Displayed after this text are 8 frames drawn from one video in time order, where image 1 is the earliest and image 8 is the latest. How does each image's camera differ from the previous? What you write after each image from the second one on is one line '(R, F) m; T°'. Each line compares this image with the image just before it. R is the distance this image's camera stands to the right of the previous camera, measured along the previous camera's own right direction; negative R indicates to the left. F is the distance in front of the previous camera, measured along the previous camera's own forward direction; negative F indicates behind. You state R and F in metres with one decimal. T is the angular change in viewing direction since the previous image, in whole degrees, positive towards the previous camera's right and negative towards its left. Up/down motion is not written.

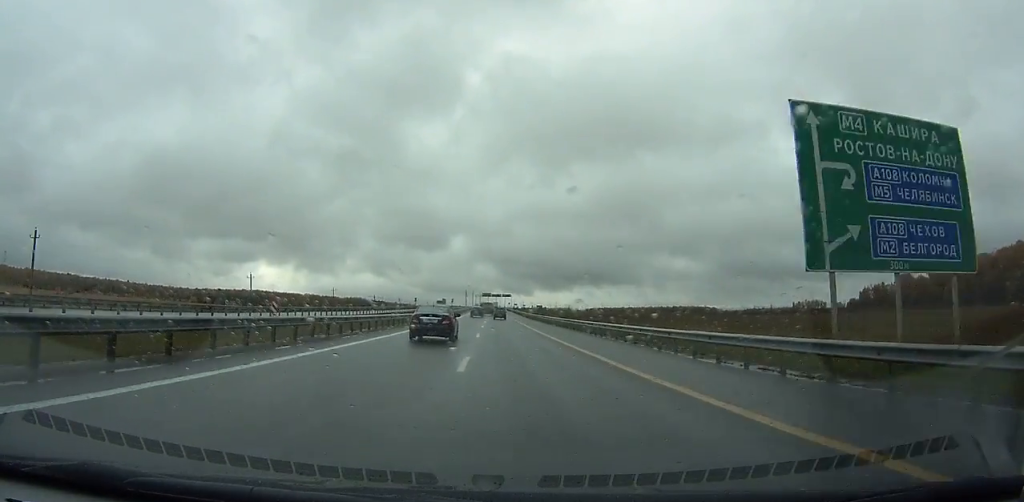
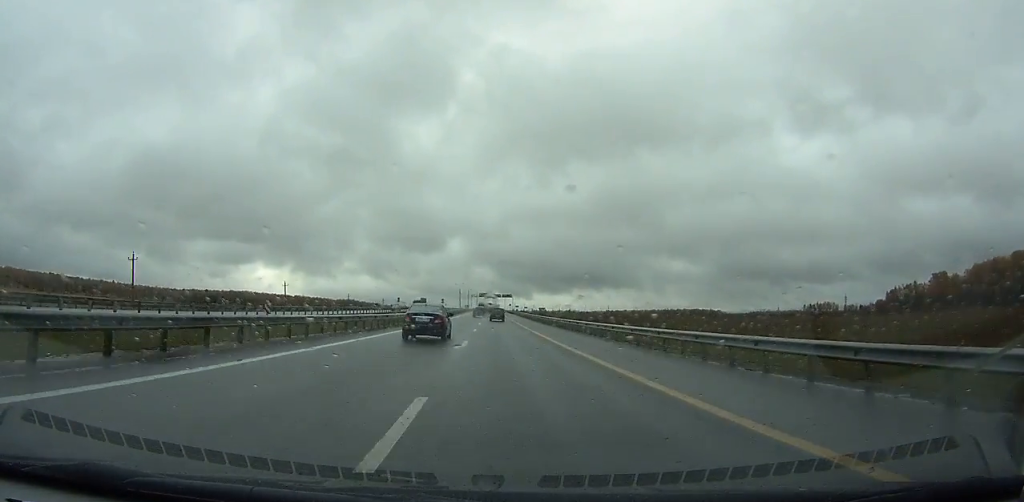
(0.0, +38.6) m; 0°
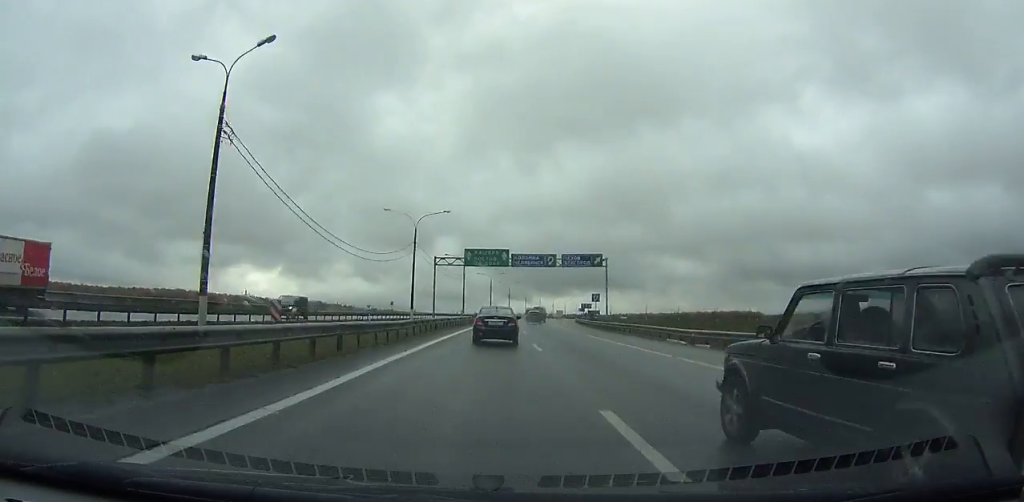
(-2.7, +207.6) m; +1°
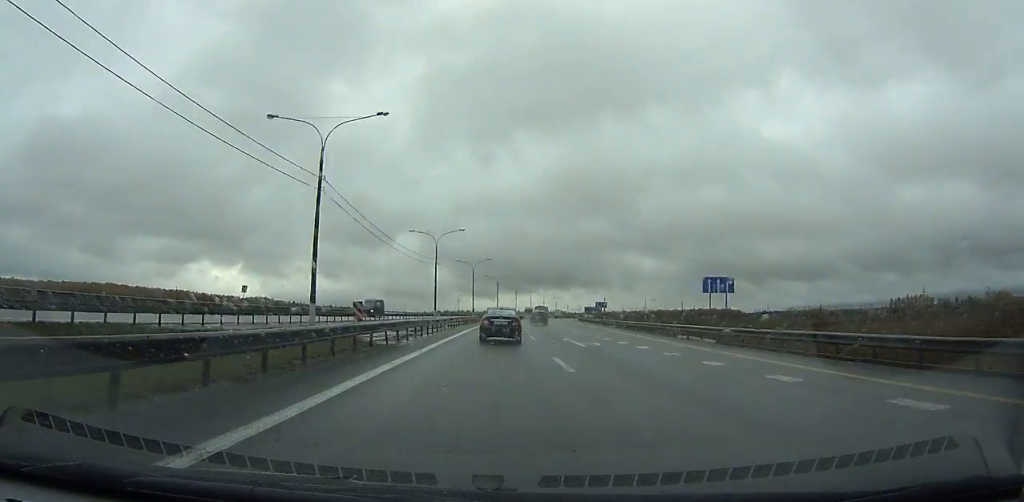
(+1.1, +70.5) m; +3°
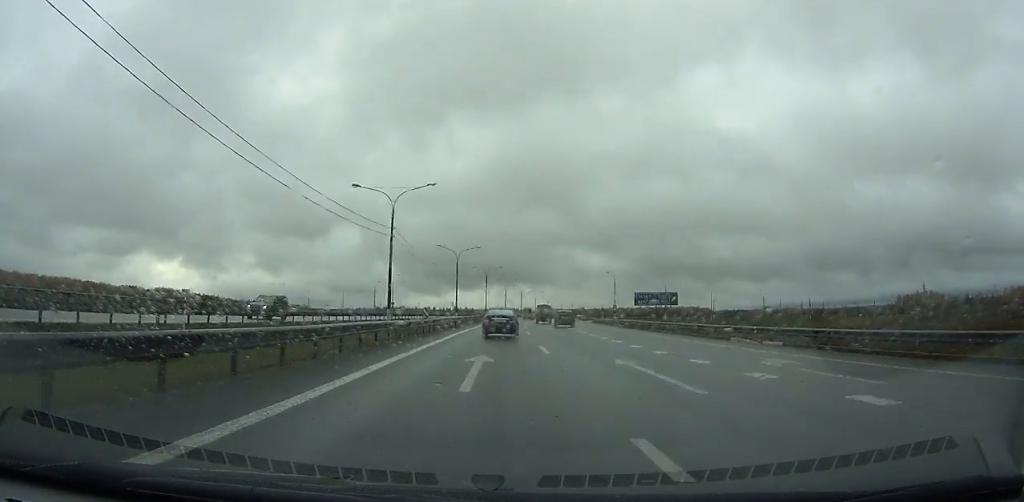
(+4.8, +108.2) m; +5°
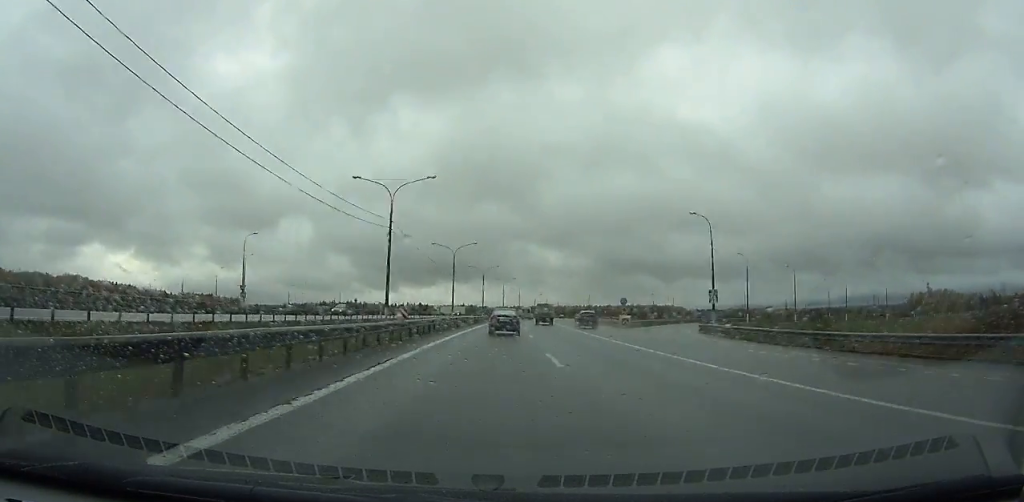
(+3.0, +85.1) m; +4°
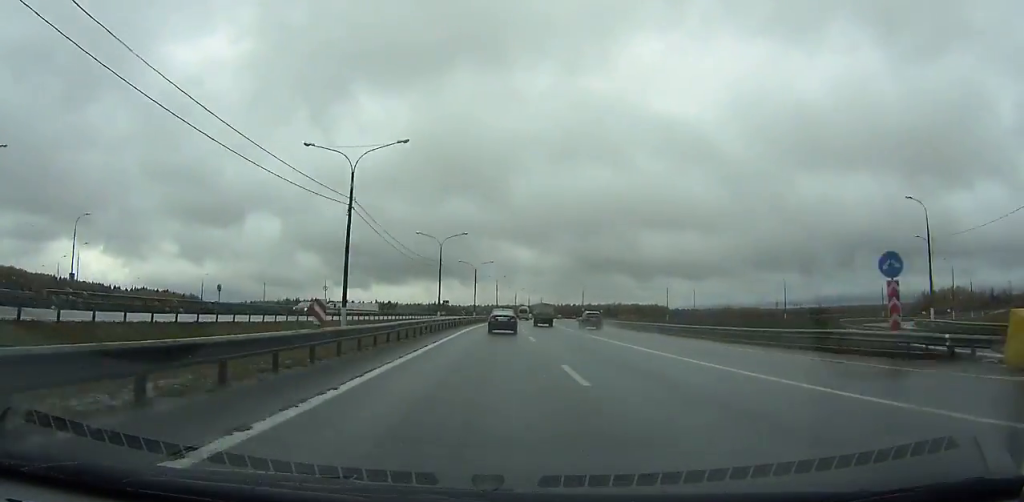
(+0.5, +50.0) m; +2°
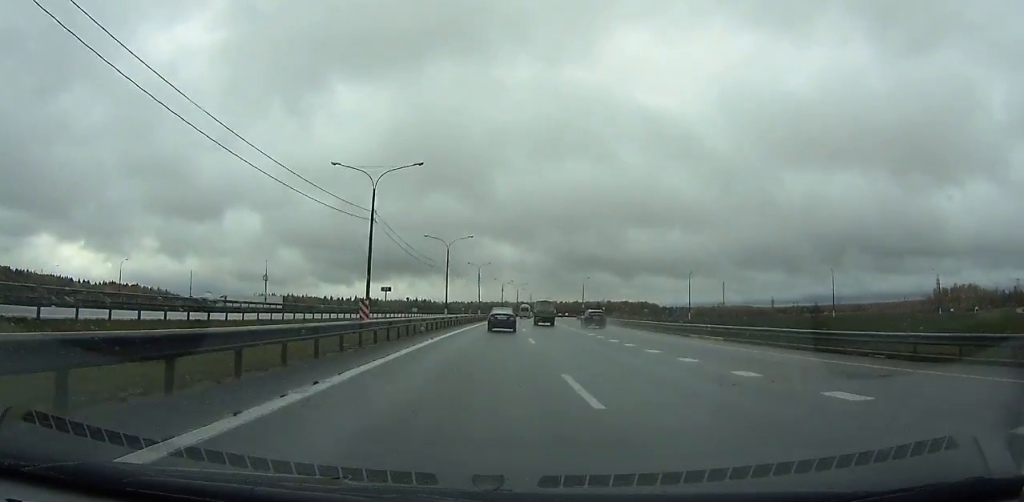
(+0.9, +35.4) m; +2°
